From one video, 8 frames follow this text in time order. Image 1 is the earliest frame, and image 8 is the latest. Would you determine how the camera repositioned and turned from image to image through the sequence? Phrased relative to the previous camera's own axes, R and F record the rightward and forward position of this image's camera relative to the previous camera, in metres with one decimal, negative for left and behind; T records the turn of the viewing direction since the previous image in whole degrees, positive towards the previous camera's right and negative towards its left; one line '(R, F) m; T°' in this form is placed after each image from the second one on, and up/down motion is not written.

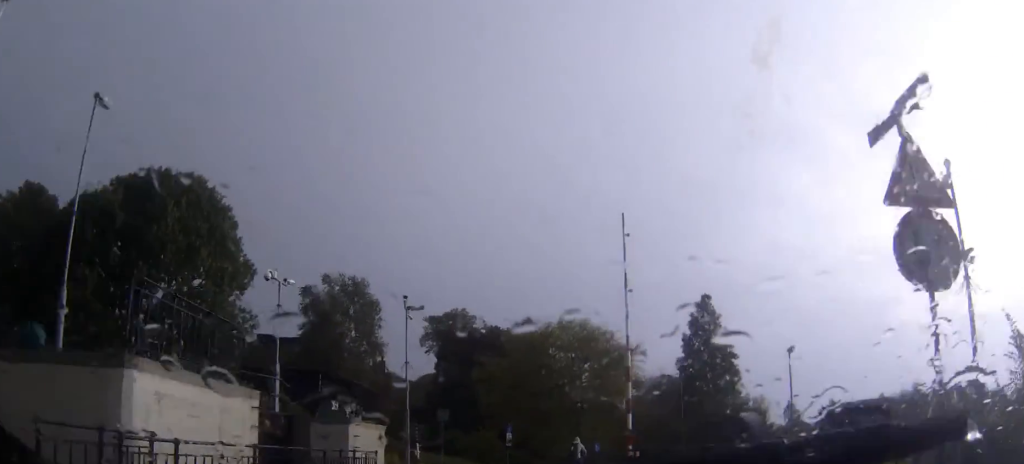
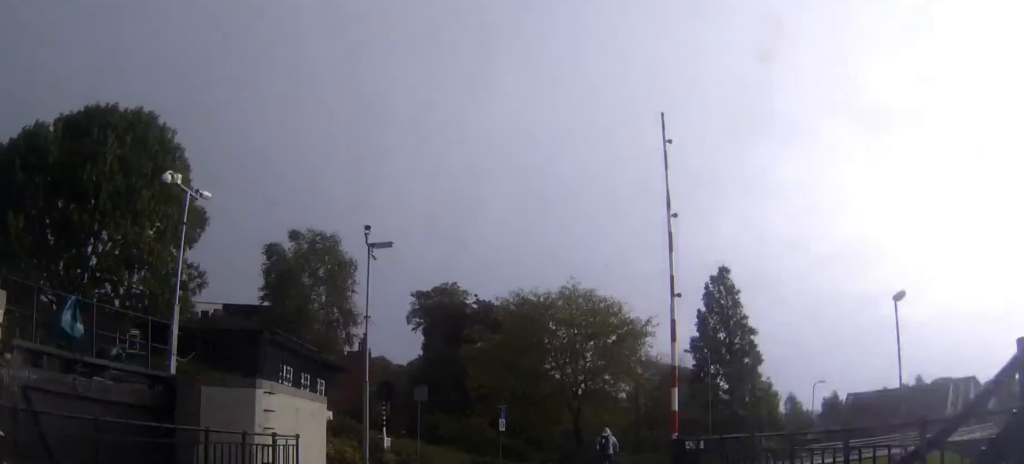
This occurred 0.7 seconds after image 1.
(0.0, +7.4) m; +1°
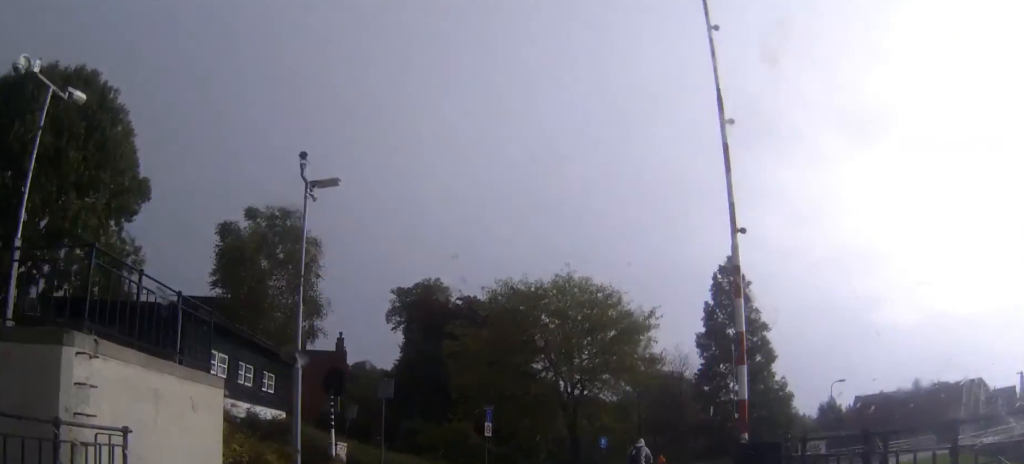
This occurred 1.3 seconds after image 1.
(0.0, +6.0) m; +1°
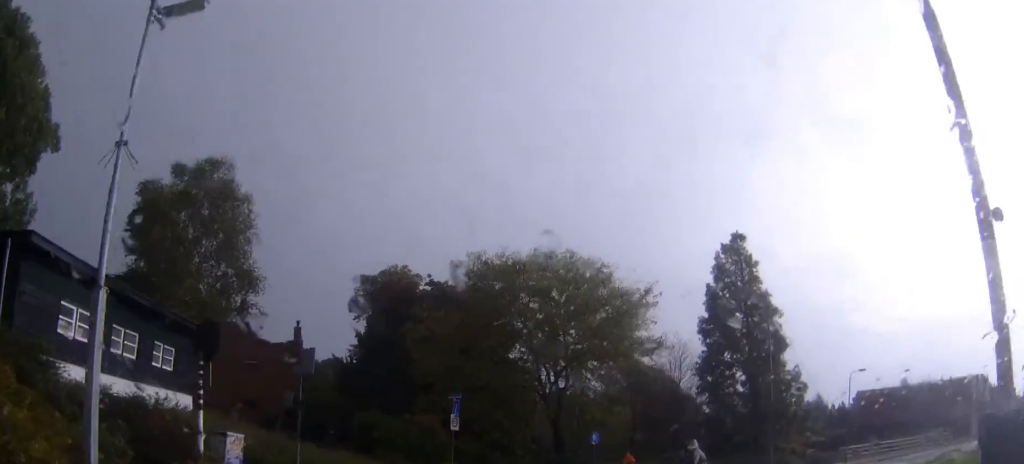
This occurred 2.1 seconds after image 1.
(0.0, +7.2) m; +3°
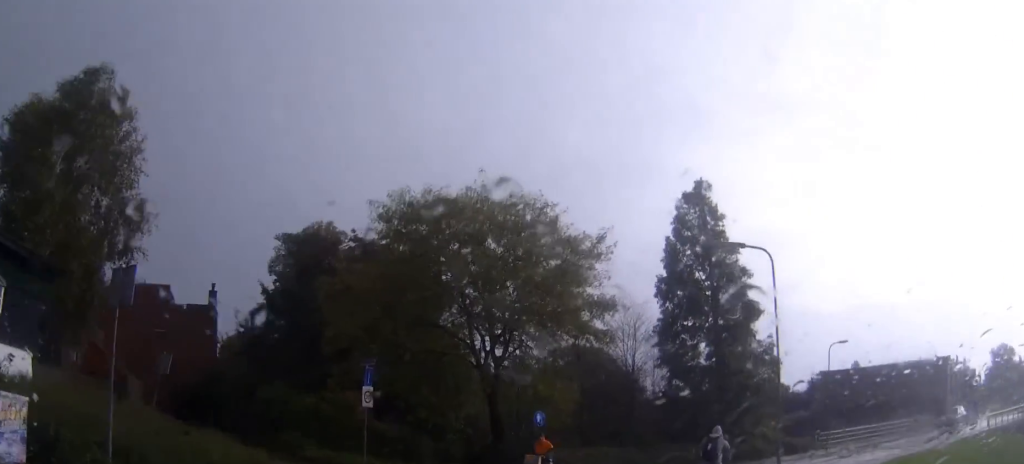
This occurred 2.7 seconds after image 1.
(+0.3, +6.0) m; +5°
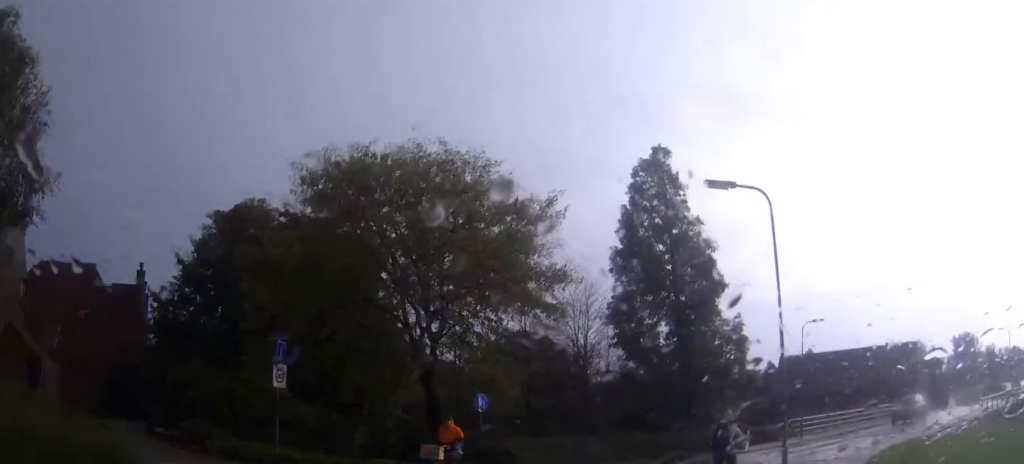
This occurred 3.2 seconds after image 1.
(0.0, +3.8) m; +3°
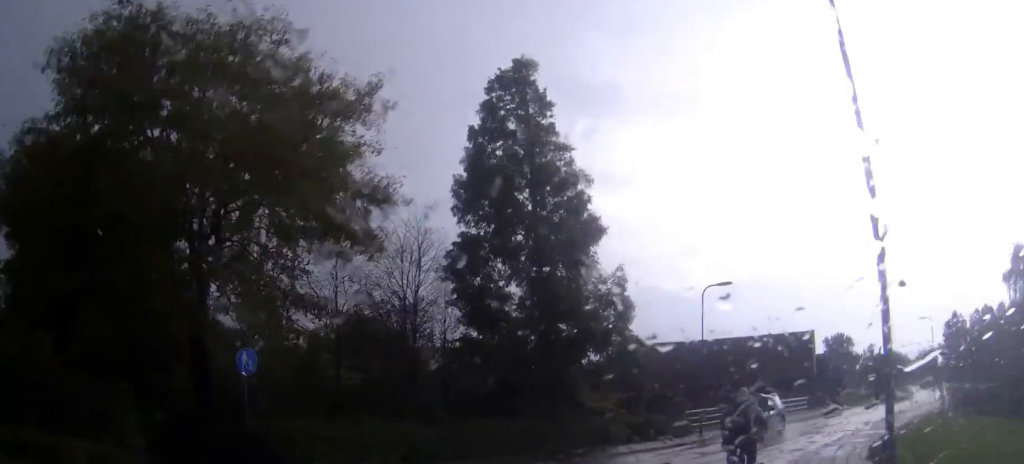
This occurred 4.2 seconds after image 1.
(+0.7, +8.9) m; +10°
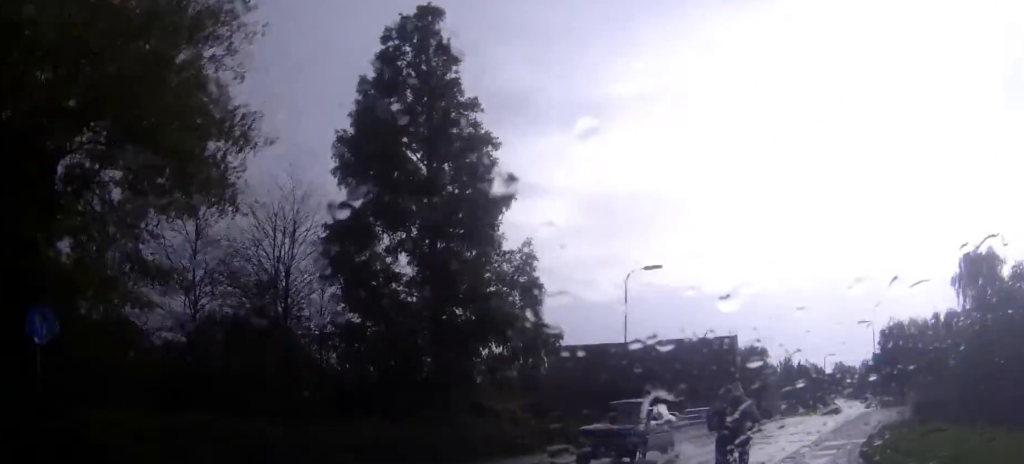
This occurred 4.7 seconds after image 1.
(+0.3, +4.6) m; +6°
